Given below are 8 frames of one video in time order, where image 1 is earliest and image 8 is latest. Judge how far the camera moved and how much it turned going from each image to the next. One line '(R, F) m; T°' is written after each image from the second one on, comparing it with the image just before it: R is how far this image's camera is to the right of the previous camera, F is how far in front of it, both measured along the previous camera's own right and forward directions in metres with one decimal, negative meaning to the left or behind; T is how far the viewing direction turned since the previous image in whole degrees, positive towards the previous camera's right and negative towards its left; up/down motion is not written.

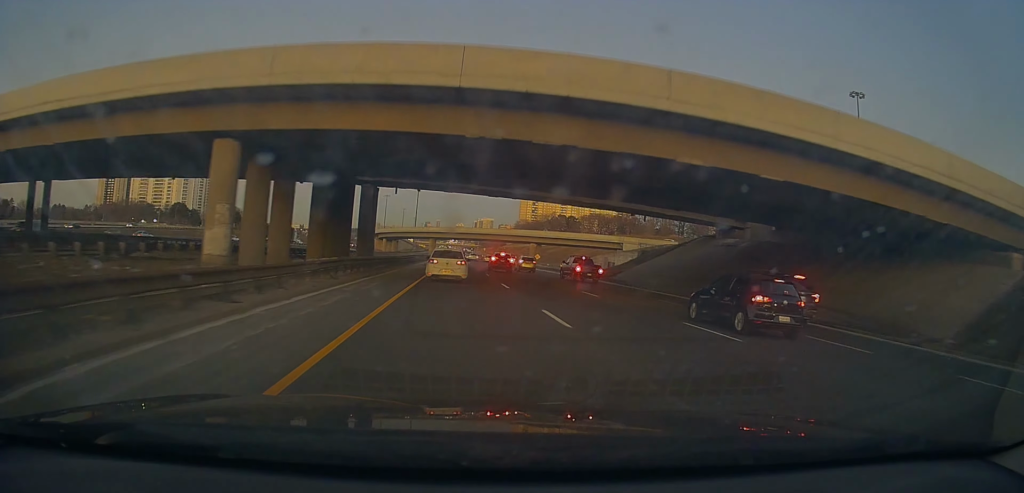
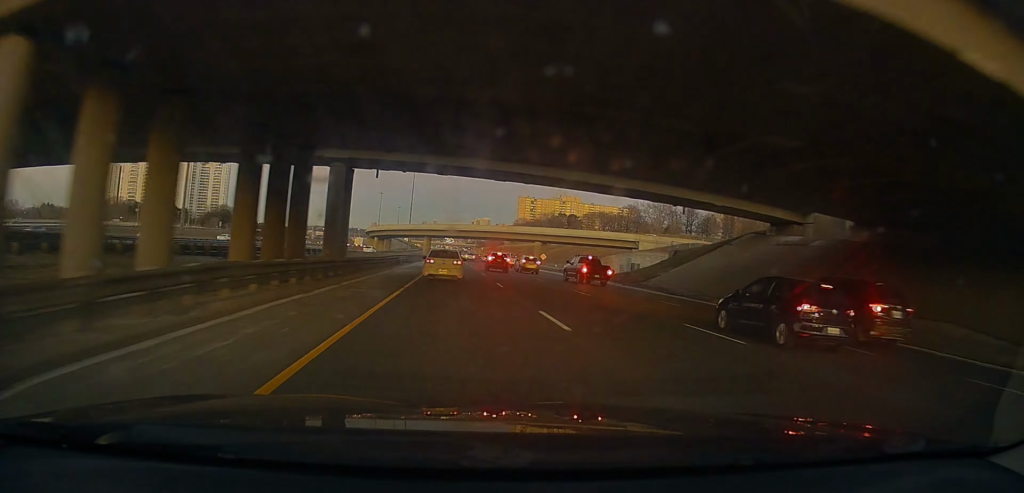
(0.0, +12.4) m; 0°
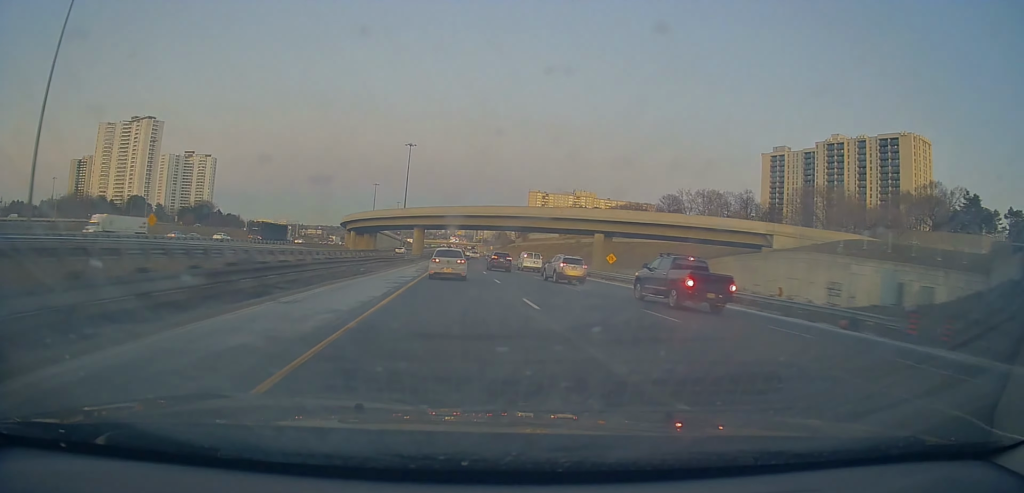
(+0.9, +46.0) m; +1°
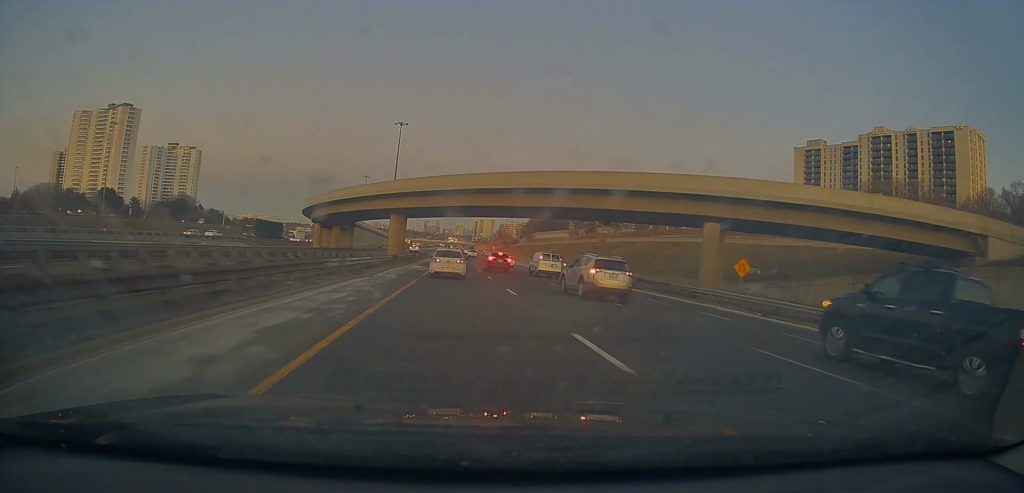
(-0.9, +31.6) m; -1°
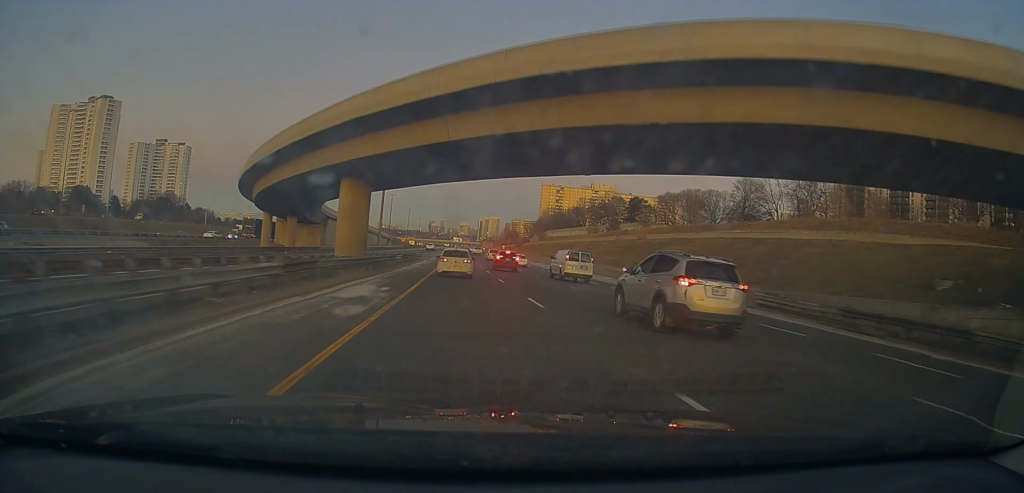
(+0.3, +28.1) m; +1°
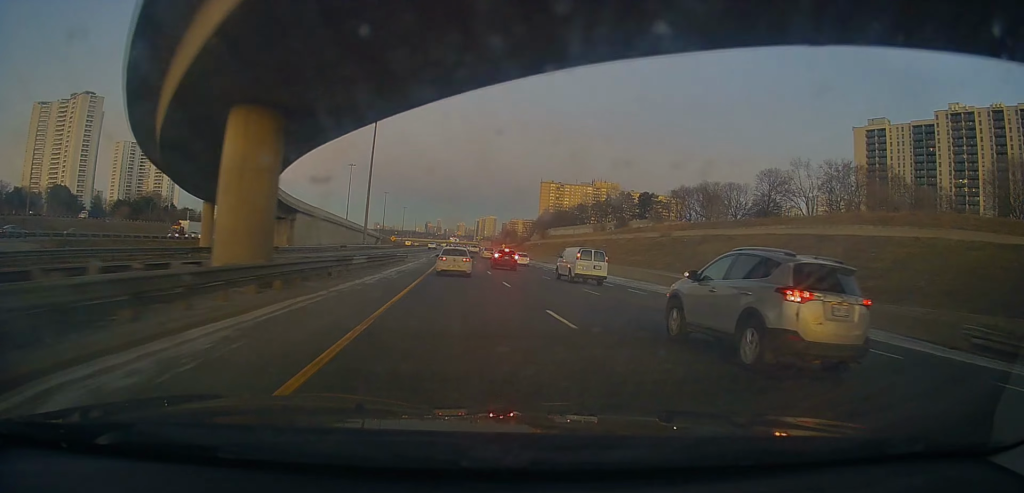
(0.0, +16.2) m; 0°
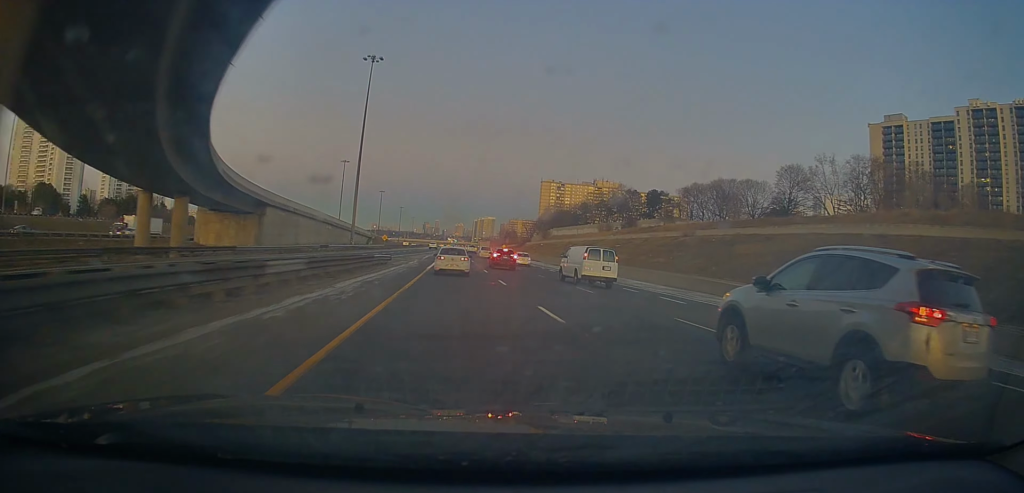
(+0.1, +11.5) m; -1°
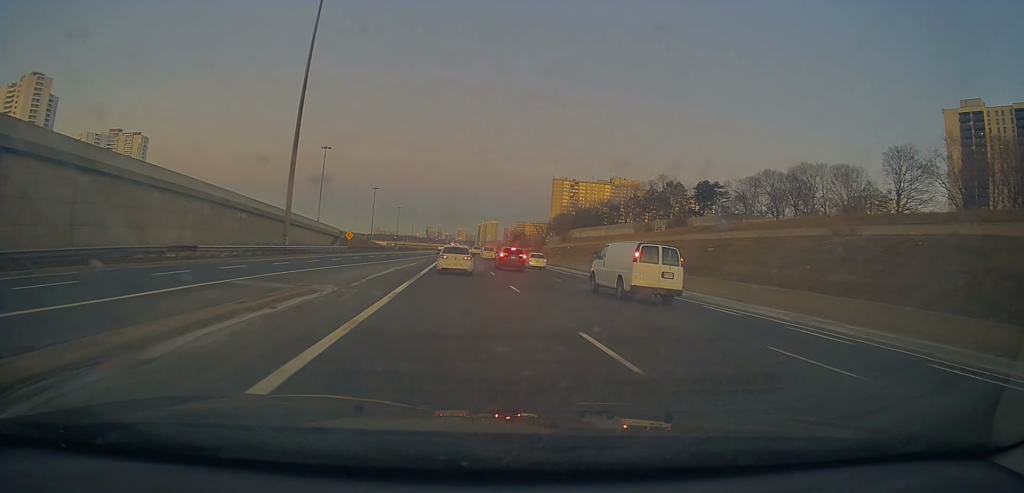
(0.0, +41.2) m; +1°
